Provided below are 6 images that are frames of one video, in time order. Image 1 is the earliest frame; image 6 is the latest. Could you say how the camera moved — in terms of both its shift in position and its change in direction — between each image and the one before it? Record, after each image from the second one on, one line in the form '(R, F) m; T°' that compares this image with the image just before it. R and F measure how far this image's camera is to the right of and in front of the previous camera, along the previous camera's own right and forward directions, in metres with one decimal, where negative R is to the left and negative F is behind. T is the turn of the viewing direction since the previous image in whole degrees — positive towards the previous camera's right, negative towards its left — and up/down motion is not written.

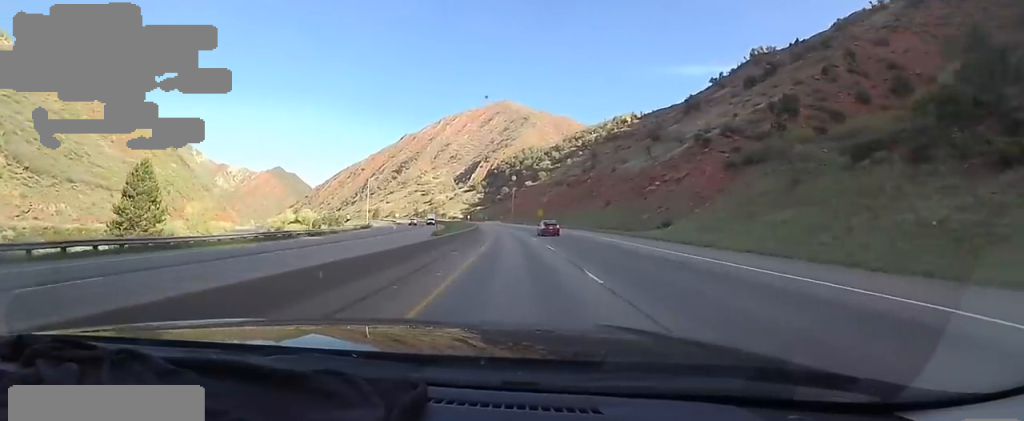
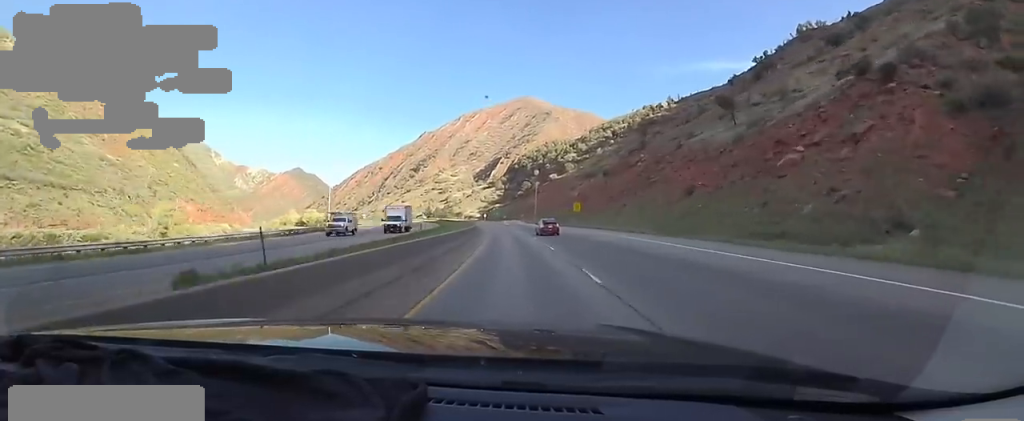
(-0.2, +36.1) m; -3°
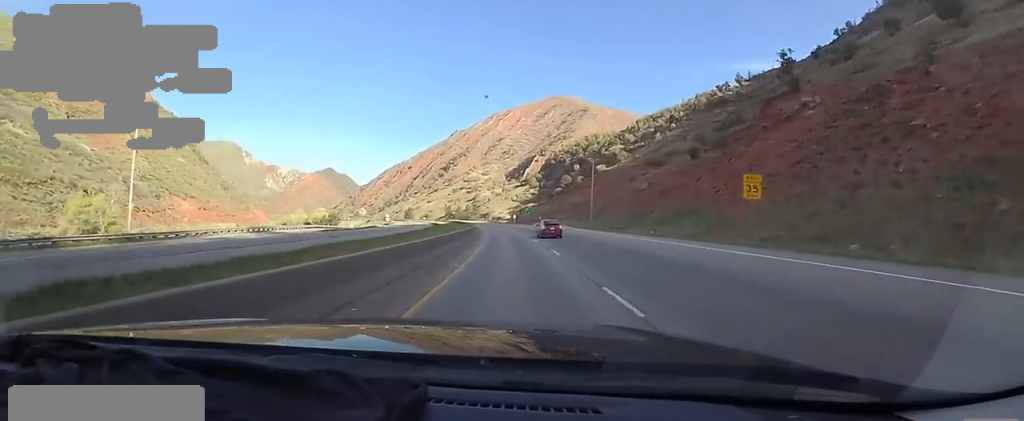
(-4.2, +51.4) m; -6°
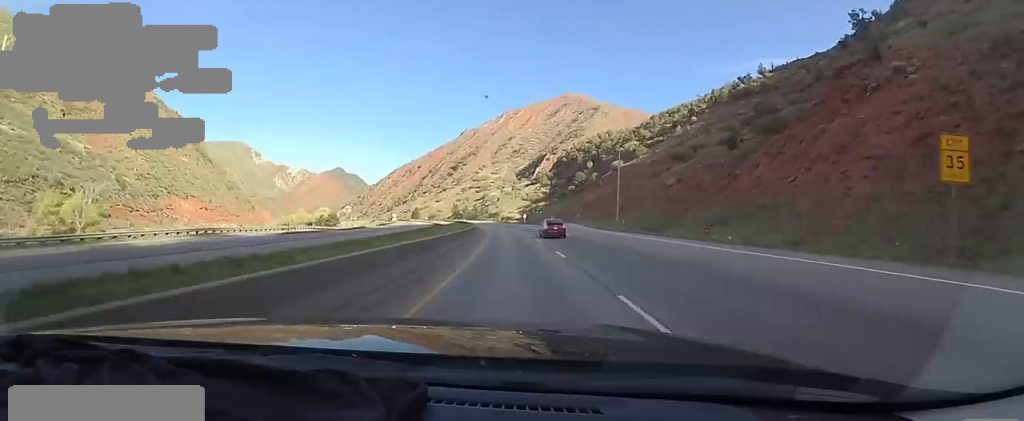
(0.0, +13.5) m; -1°
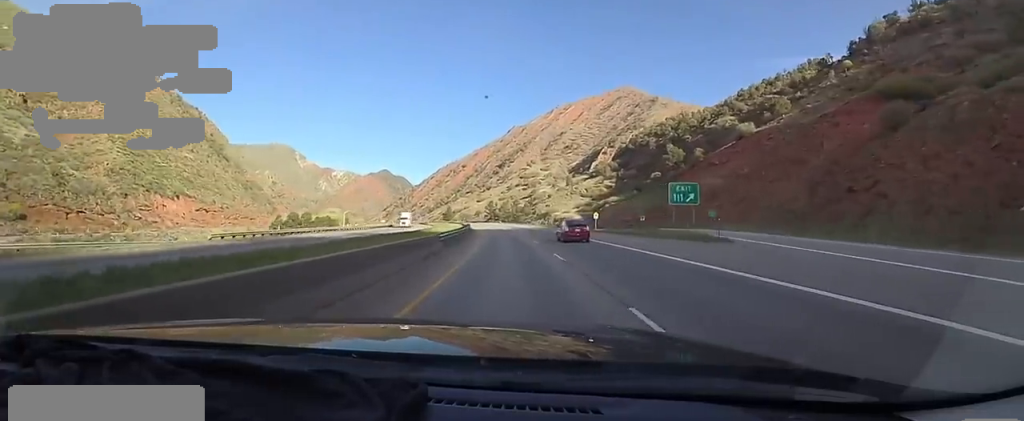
(-4.4, +72.9) m; -9°
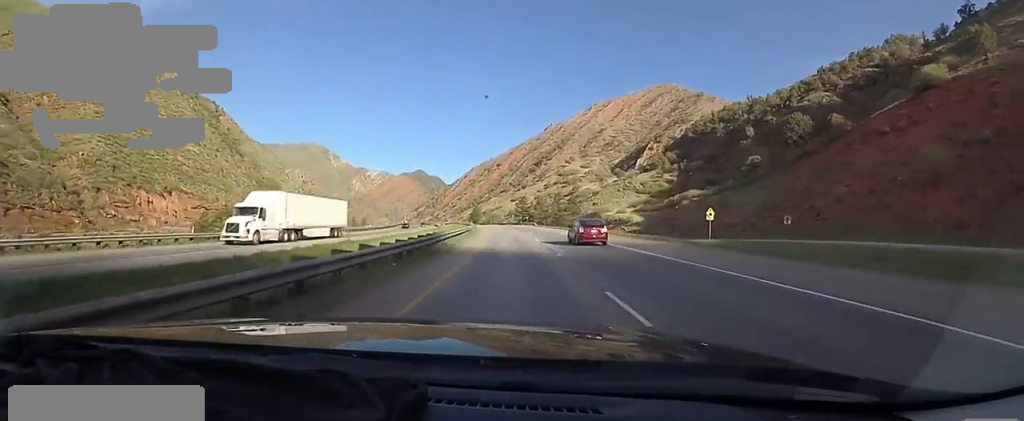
(-1.7, +46.5) m; -4°
